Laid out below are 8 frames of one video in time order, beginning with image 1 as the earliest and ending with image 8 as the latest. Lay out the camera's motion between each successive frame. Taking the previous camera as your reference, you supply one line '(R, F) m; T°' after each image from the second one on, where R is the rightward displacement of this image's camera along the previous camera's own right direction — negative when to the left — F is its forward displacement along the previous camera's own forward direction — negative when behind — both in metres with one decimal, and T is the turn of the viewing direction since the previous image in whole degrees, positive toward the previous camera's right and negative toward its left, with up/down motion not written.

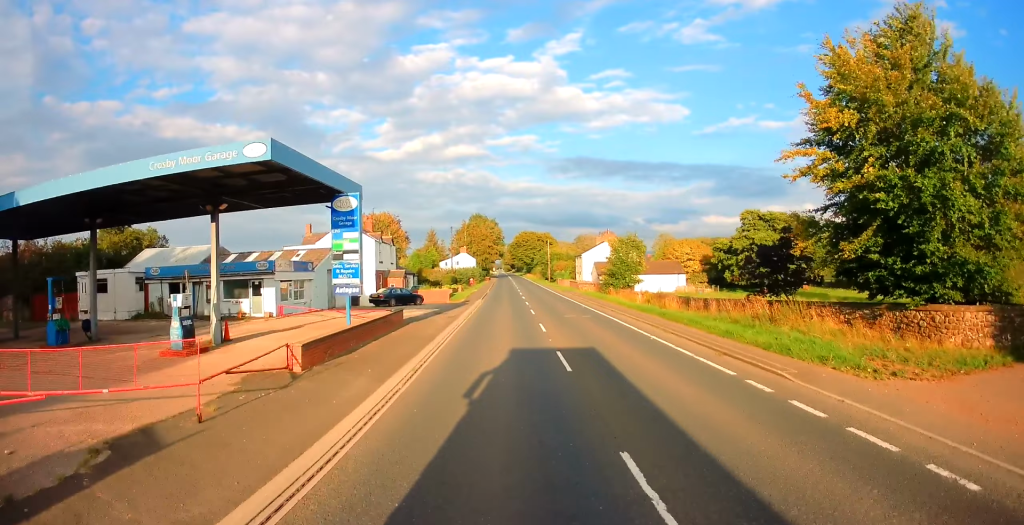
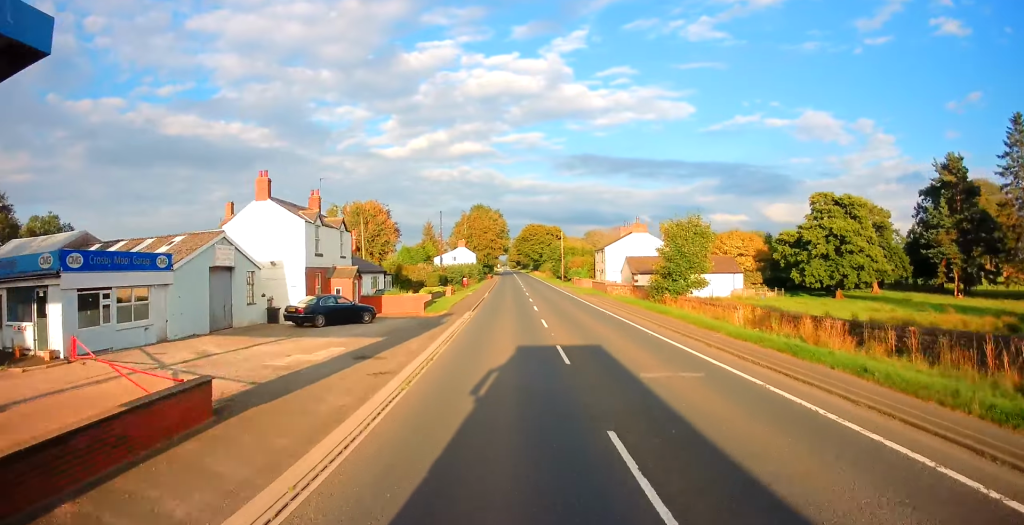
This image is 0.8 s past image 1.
(0.0, +17.0) m; 0°
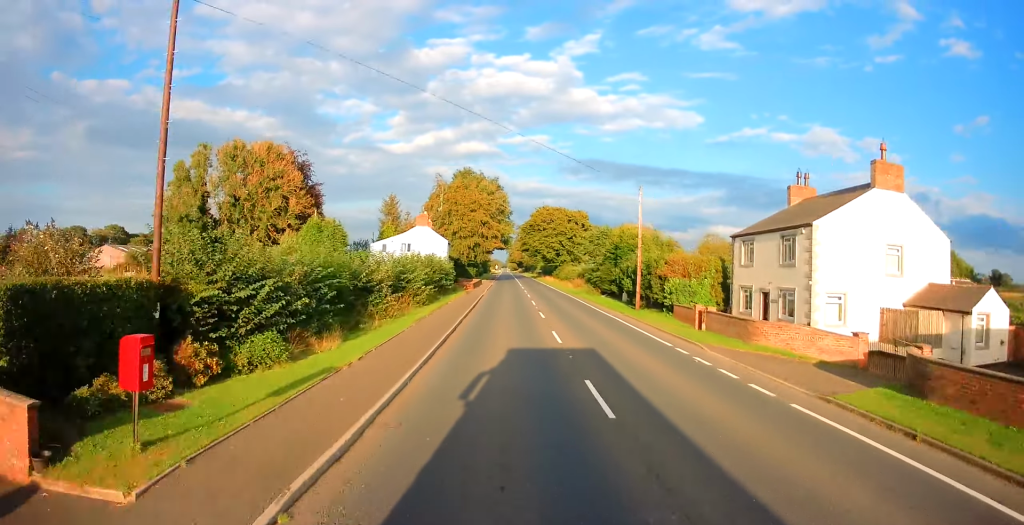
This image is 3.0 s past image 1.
(-0.6, +49.4) m; -1°
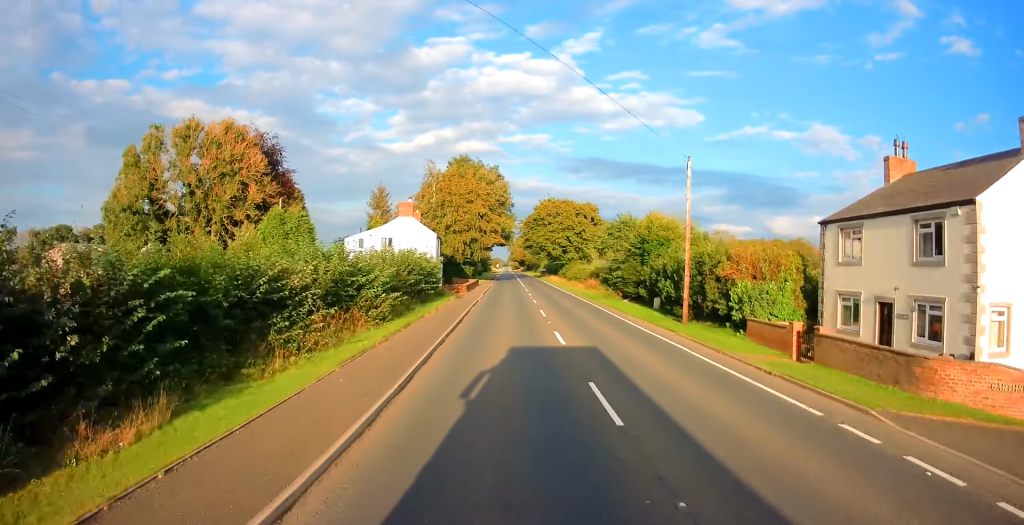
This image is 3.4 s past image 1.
(-0.2, +9.6) m; 0°
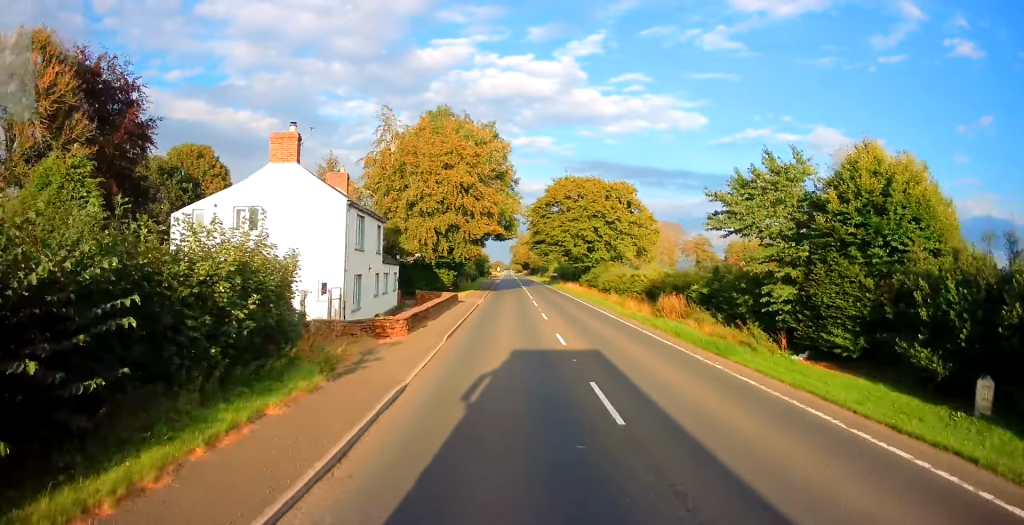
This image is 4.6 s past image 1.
(+0.4, +26.5) m; 0°
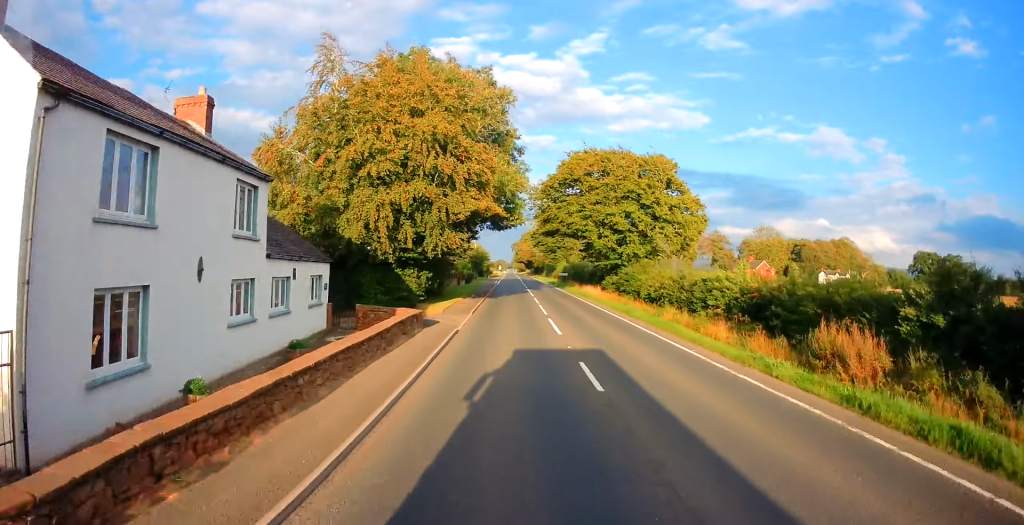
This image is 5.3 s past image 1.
(-0.4, +15.5) m; 0°
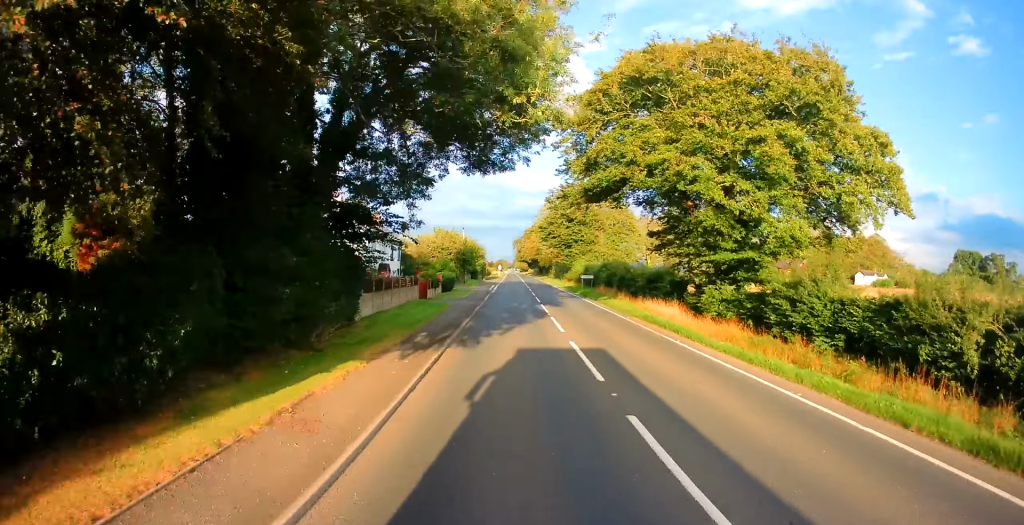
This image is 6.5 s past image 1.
(+0.5, +26.5) m; 0°
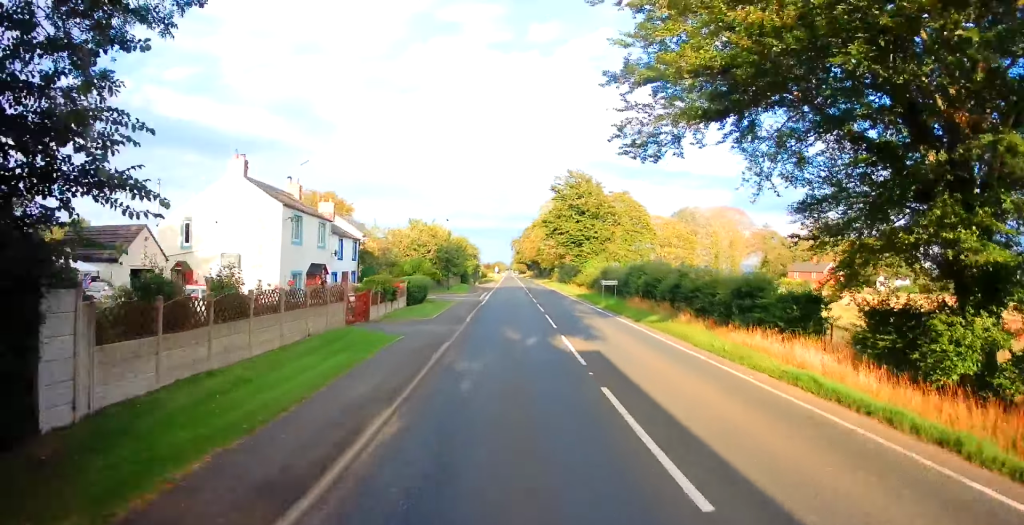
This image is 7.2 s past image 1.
(-0.4, +15.5) m; 0°
